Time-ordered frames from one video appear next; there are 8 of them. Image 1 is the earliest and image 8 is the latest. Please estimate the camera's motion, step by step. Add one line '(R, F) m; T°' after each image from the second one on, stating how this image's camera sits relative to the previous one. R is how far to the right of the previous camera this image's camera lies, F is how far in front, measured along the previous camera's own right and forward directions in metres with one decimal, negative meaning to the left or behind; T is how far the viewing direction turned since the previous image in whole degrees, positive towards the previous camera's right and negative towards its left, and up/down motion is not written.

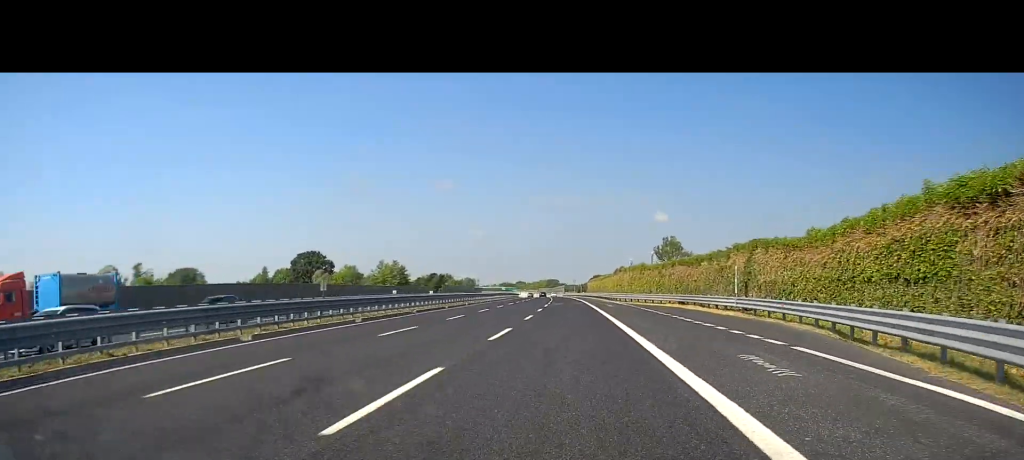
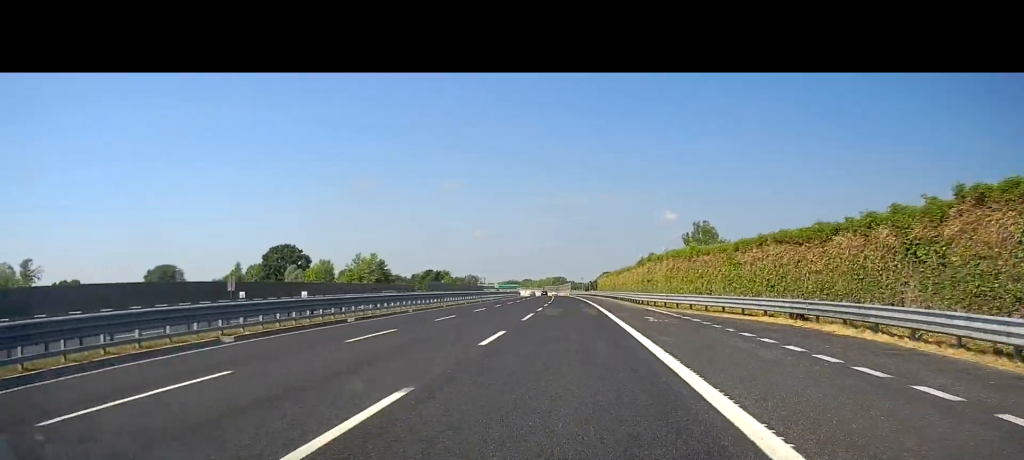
(-0.3, +25.3) m; -1°
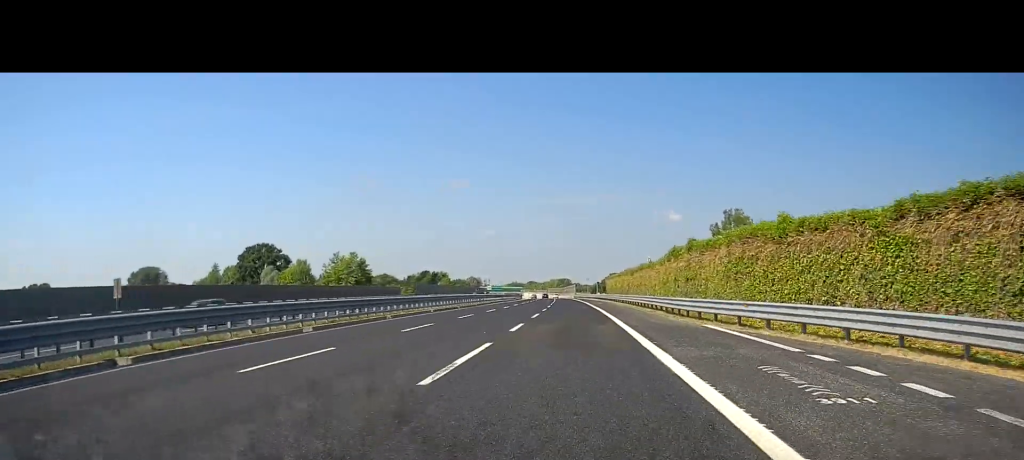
(0.0, +17.5) m; -1°
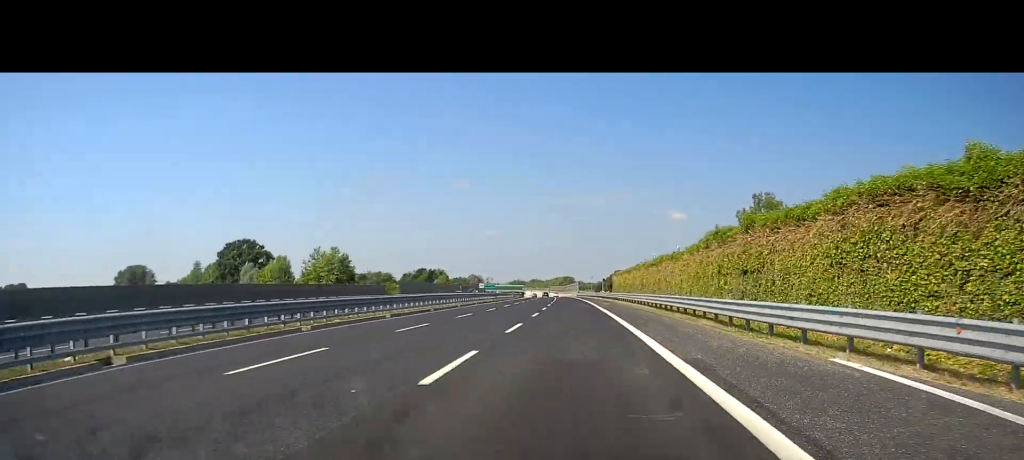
(+0.1, +12.3) m; 0°
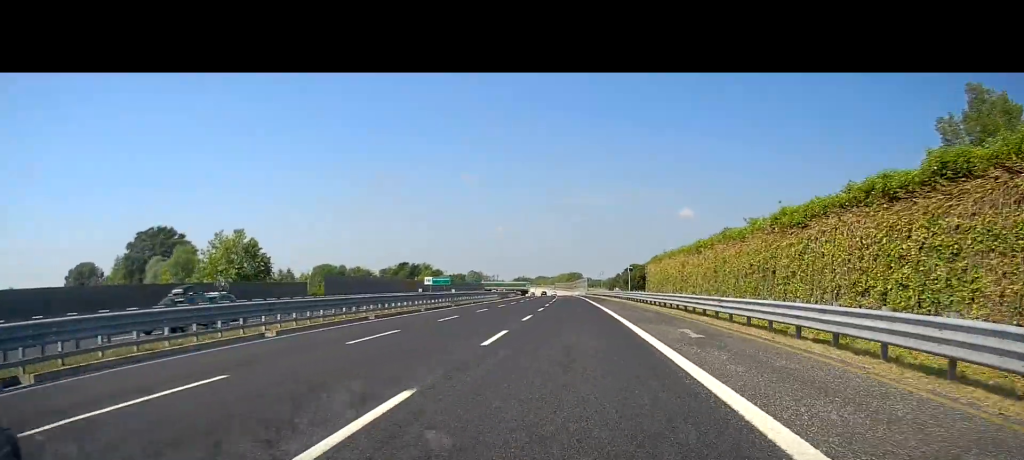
(-0.8, +39.5) m; -1°
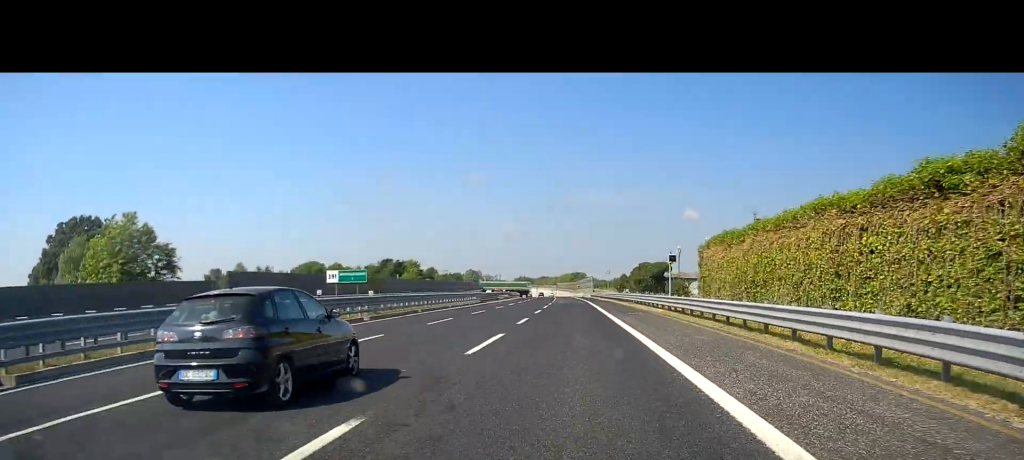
(-0.1, +24.5) m; 0°
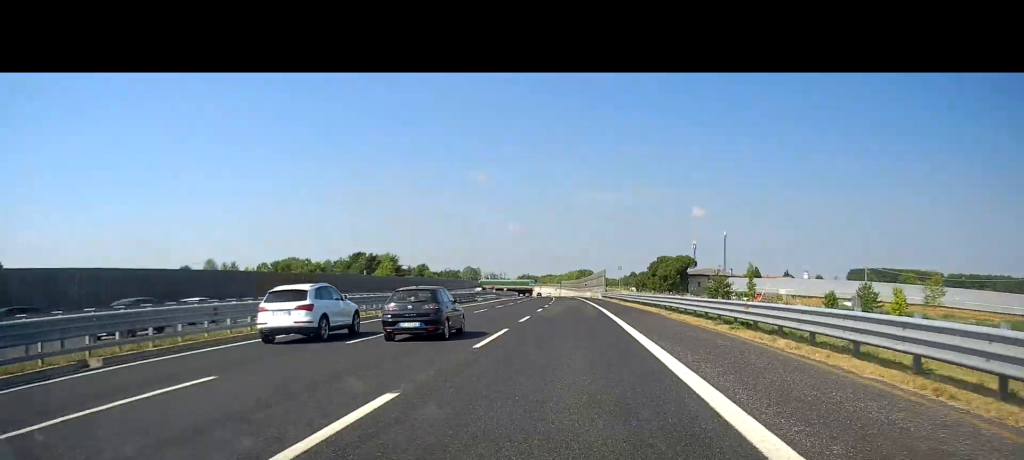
(0.0, +32.4) m; 0°
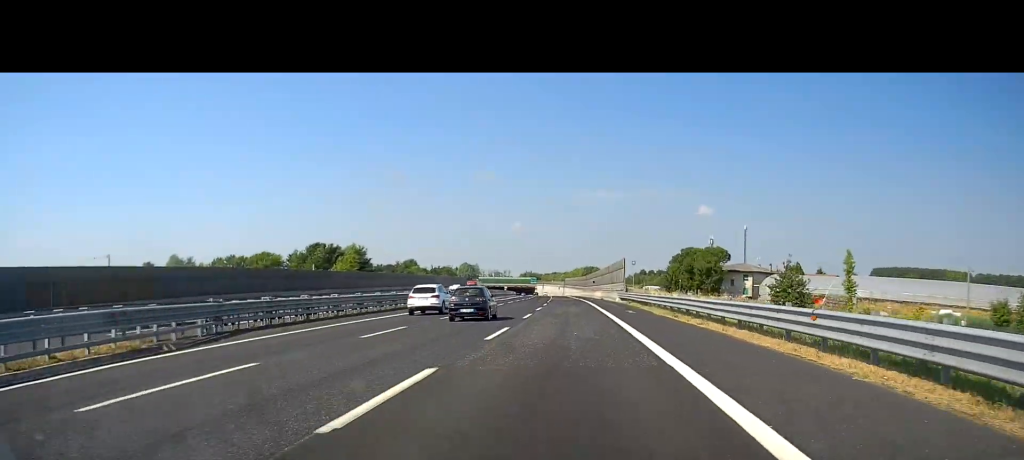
(0.0, +32.4) m; -1°
